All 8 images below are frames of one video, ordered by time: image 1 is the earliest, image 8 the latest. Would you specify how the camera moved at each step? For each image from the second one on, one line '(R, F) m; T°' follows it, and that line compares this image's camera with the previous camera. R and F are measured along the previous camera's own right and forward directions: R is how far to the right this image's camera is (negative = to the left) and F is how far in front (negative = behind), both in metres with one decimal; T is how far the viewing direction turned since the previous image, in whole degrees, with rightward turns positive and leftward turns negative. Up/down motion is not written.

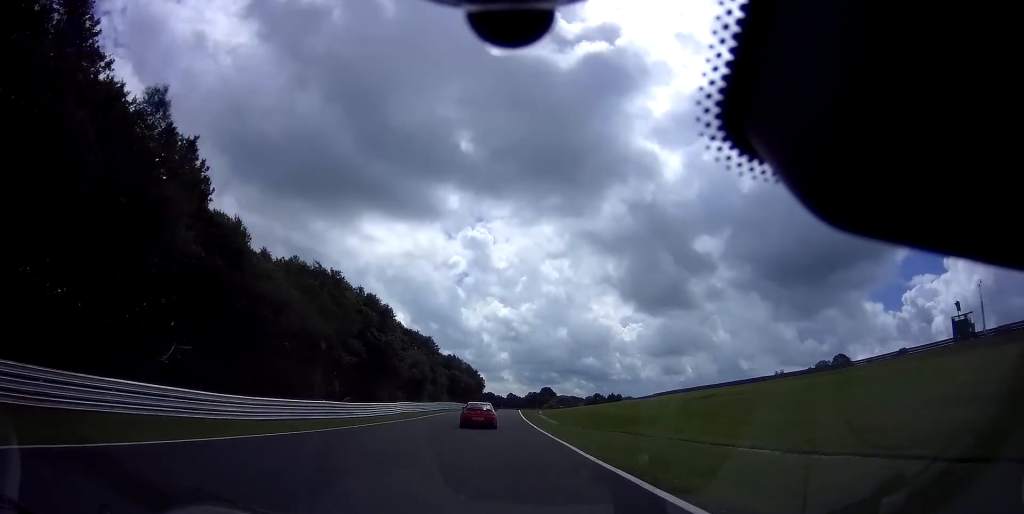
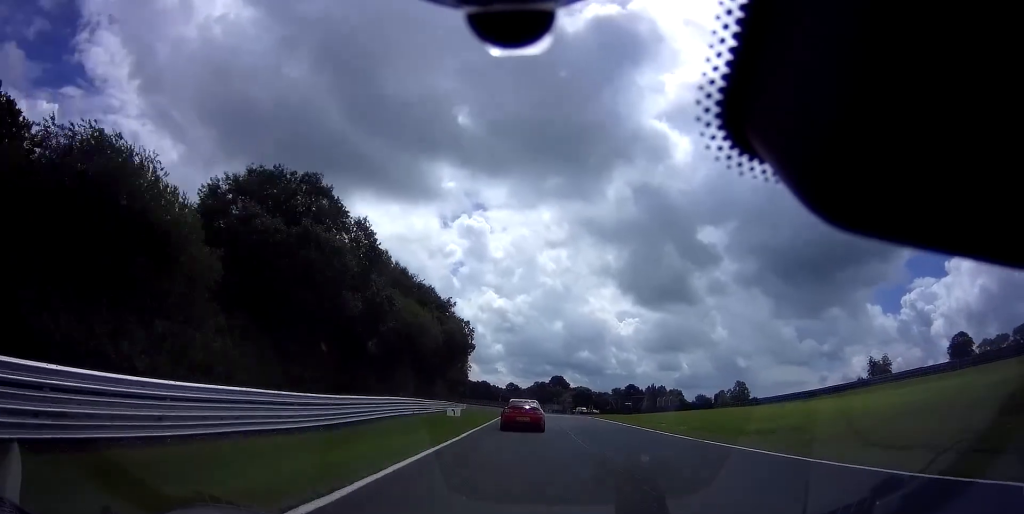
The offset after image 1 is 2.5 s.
(-0.7, +98.6) m; +1°
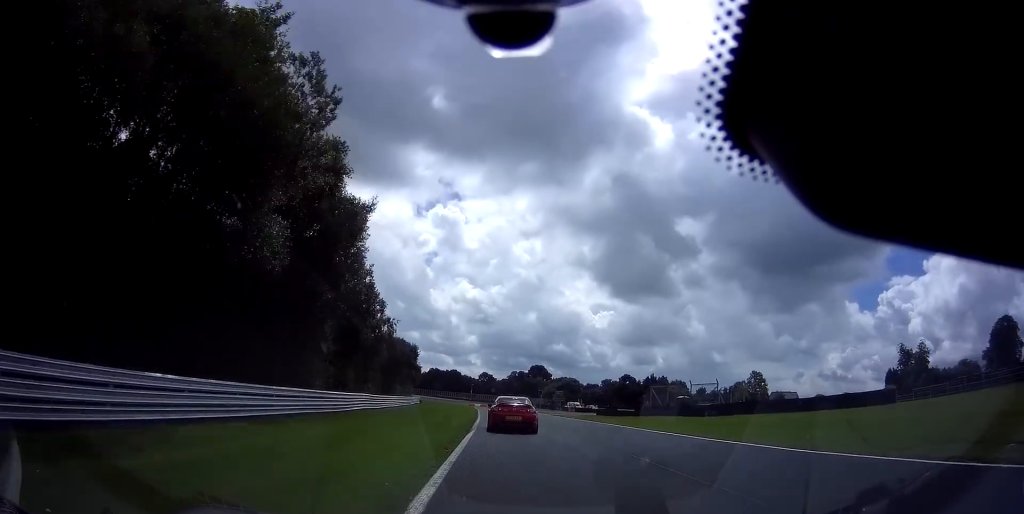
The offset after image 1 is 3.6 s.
(+0.9, +41.2) m; +2°
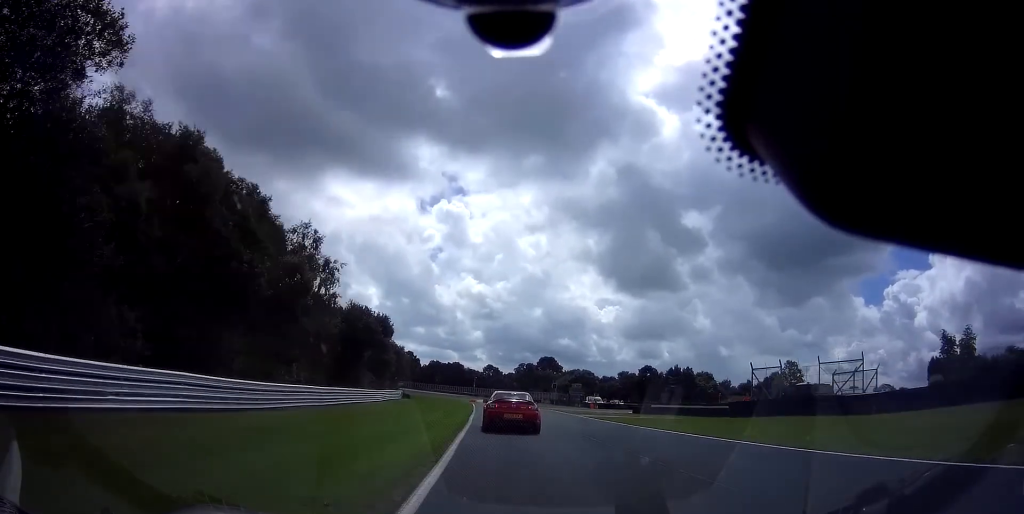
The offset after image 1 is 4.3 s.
(+0.3, +23.9) m; 0°
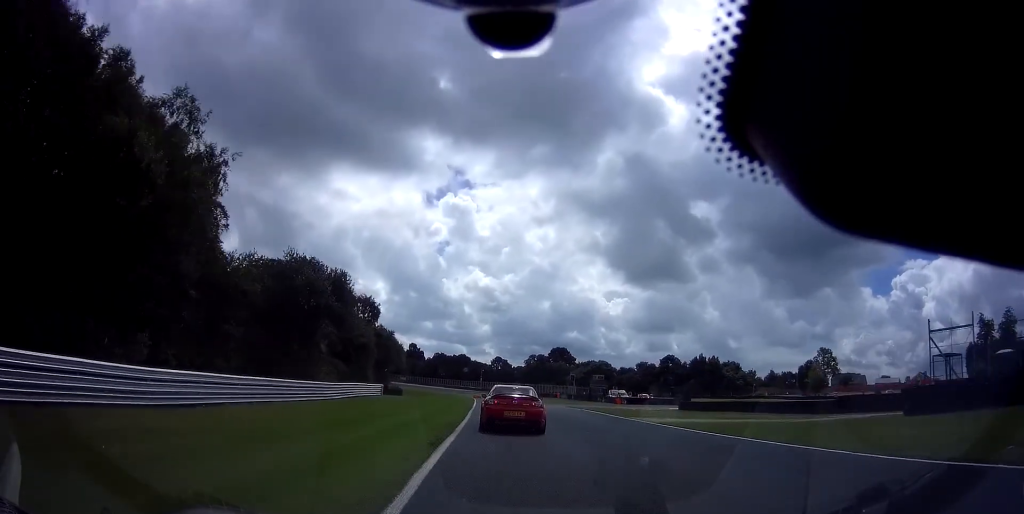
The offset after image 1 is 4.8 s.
(-0.1, +16.8) m; -1°
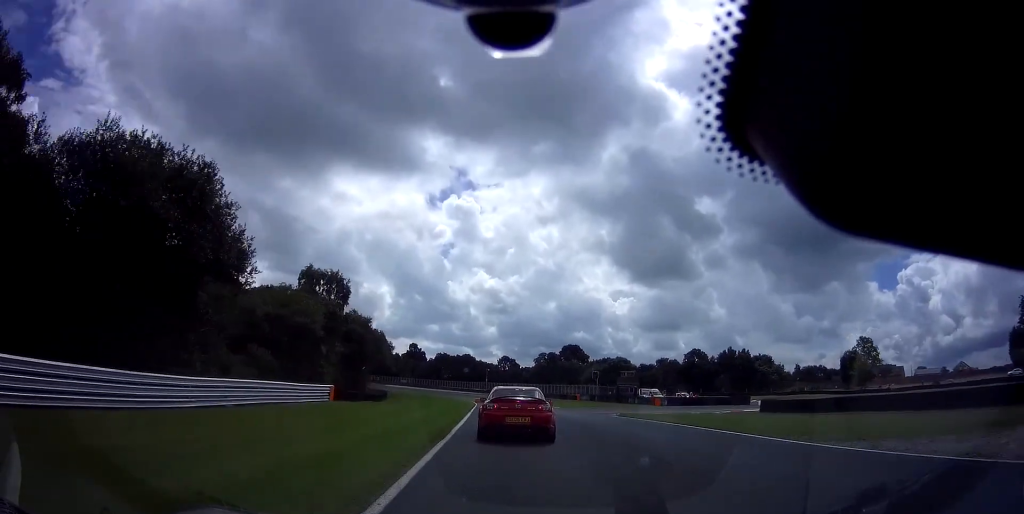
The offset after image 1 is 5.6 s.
(-0.2, +19.0) m; 0°
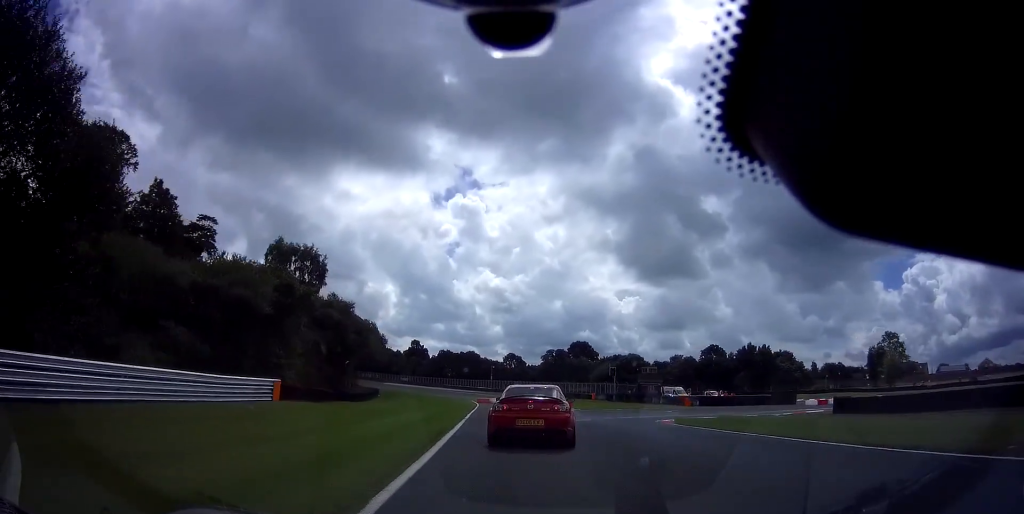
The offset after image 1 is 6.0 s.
(-0.3, +10.8) m; 0°
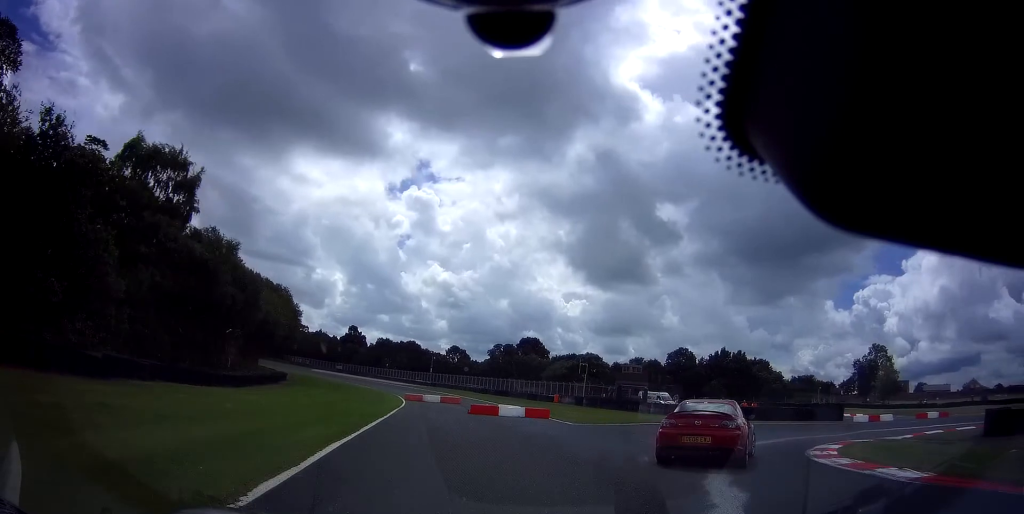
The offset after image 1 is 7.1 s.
(+0.6, +18.4) m; +12°
